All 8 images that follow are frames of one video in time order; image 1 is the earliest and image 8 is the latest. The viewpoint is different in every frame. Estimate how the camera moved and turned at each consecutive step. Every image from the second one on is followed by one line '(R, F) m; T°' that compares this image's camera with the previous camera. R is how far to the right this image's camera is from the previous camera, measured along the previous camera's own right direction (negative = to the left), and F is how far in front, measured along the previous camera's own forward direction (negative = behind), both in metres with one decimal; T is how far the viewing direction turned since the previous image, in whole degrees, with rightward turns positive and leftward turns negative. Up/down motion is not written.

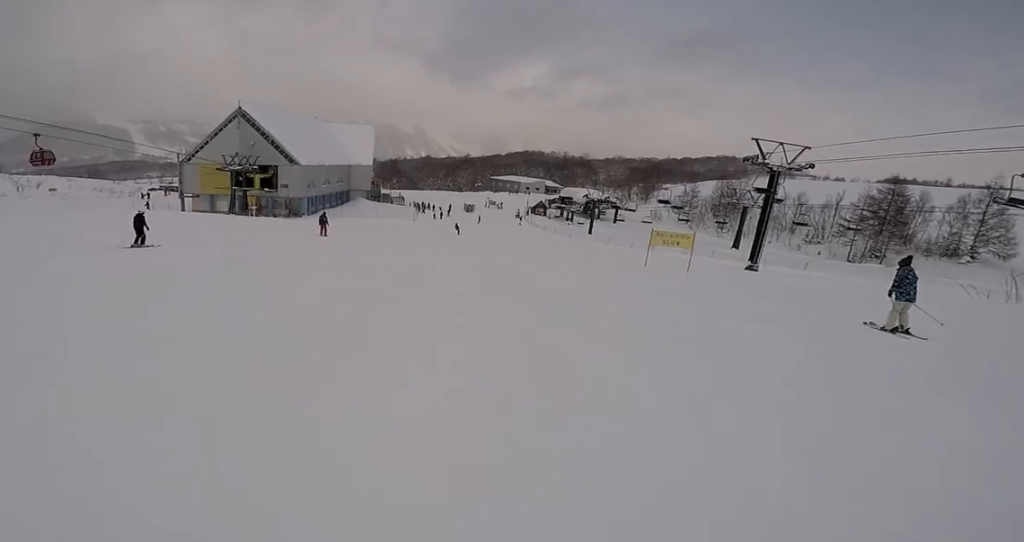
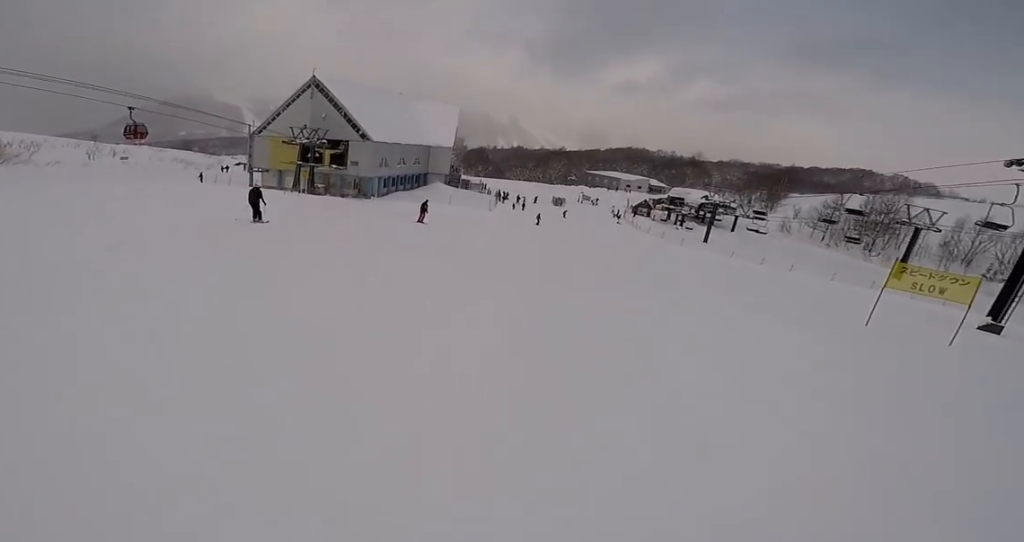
(-0.7, +10.3) m; -2°
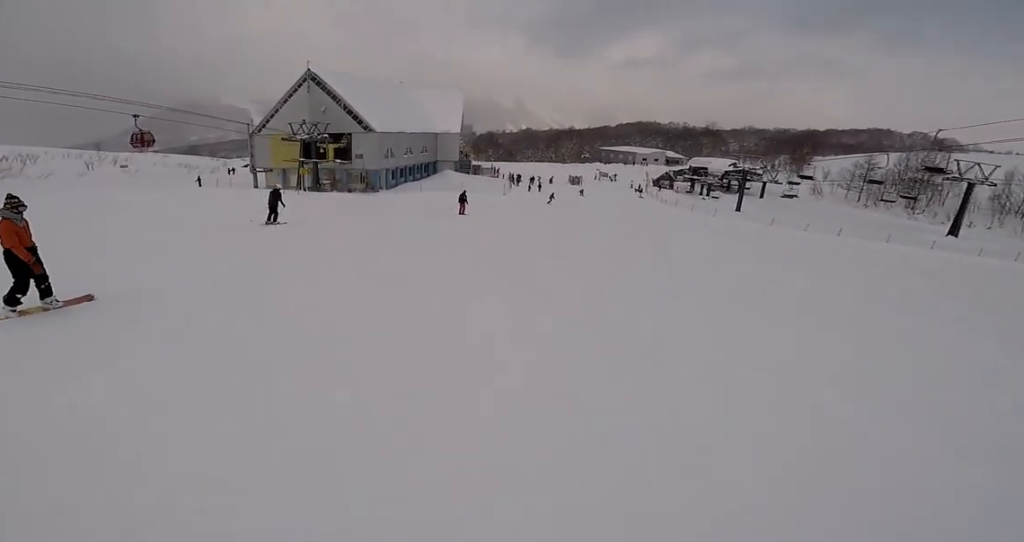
(+0.4, +3.8) m; +1°
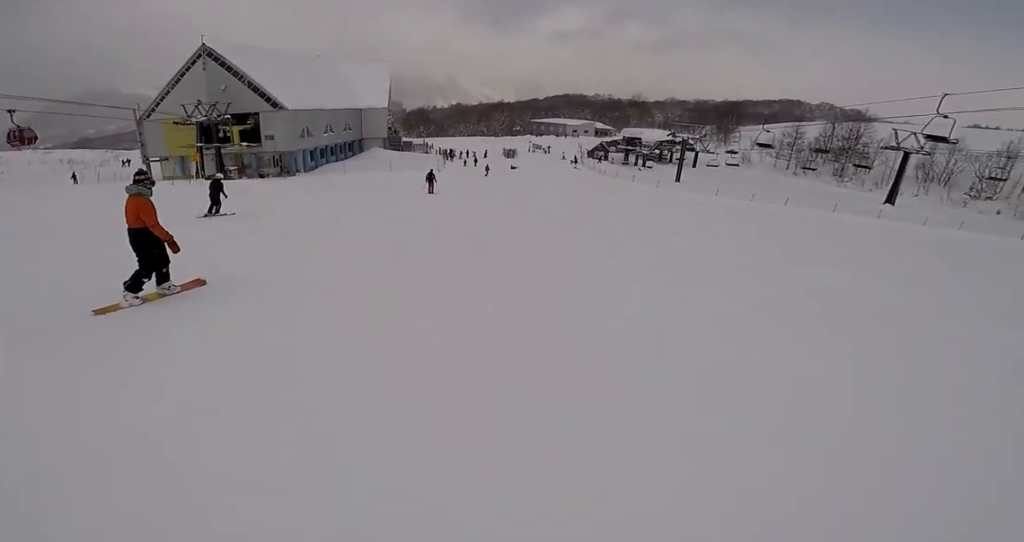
(0.0, +4.8) m; -1°
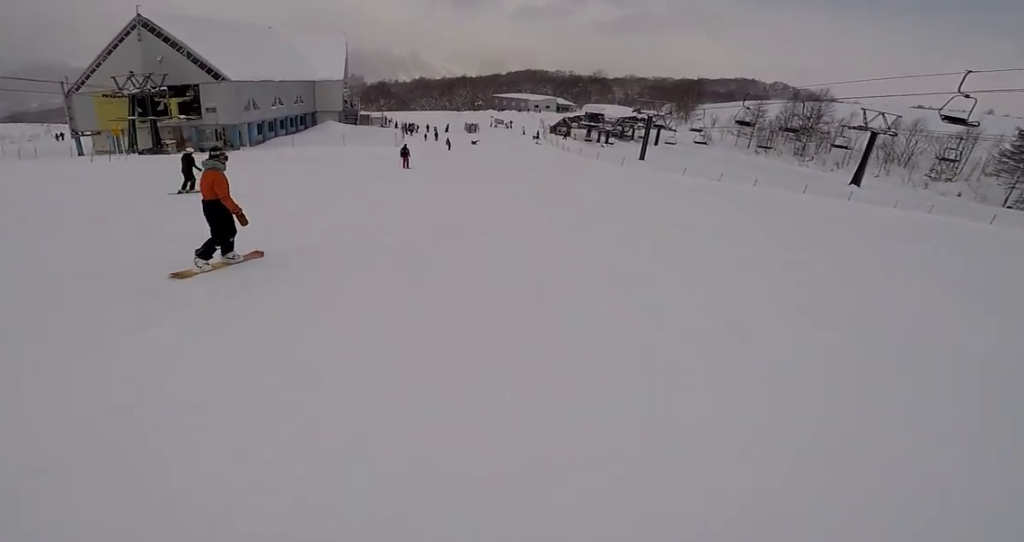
(-0.1, +3.1) m; -2°
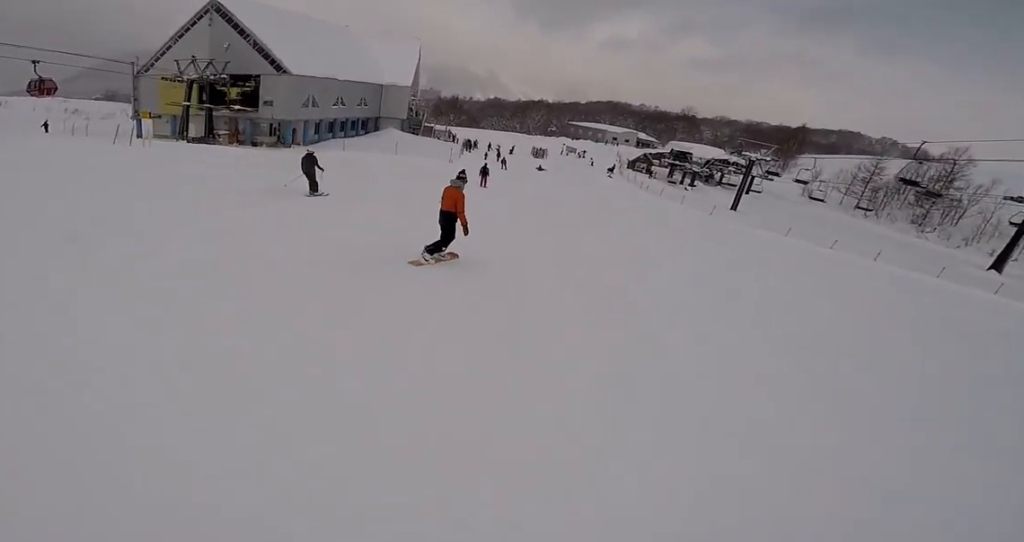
(-0.1, +6.0) m; +3°
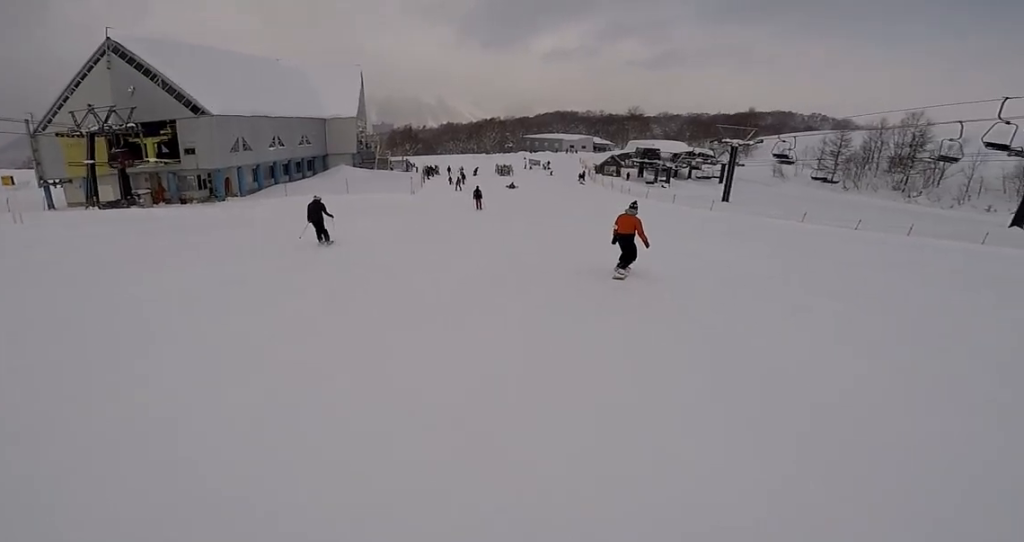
(+0.4, +6.3) m; -3°
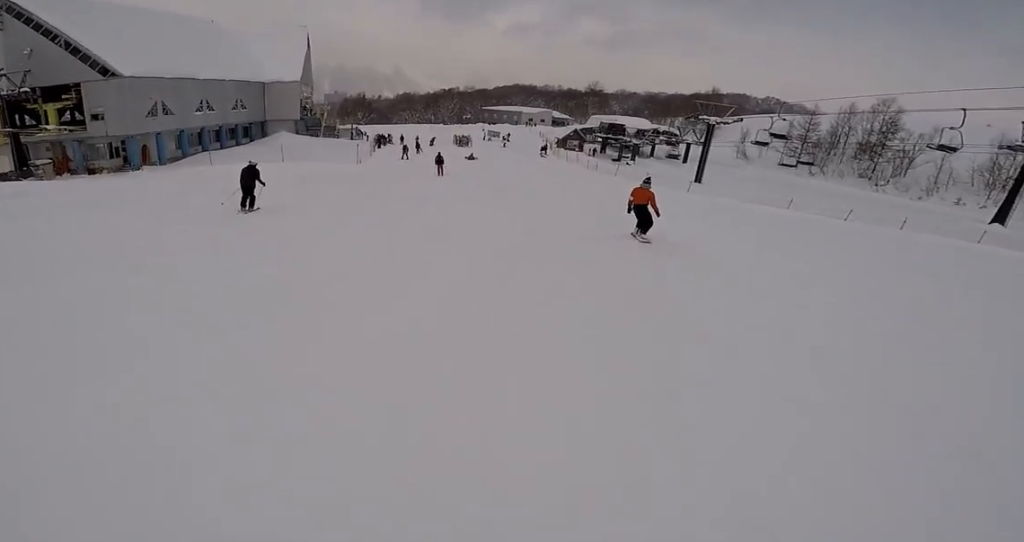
(-0.3, +3.9) m; -1°
